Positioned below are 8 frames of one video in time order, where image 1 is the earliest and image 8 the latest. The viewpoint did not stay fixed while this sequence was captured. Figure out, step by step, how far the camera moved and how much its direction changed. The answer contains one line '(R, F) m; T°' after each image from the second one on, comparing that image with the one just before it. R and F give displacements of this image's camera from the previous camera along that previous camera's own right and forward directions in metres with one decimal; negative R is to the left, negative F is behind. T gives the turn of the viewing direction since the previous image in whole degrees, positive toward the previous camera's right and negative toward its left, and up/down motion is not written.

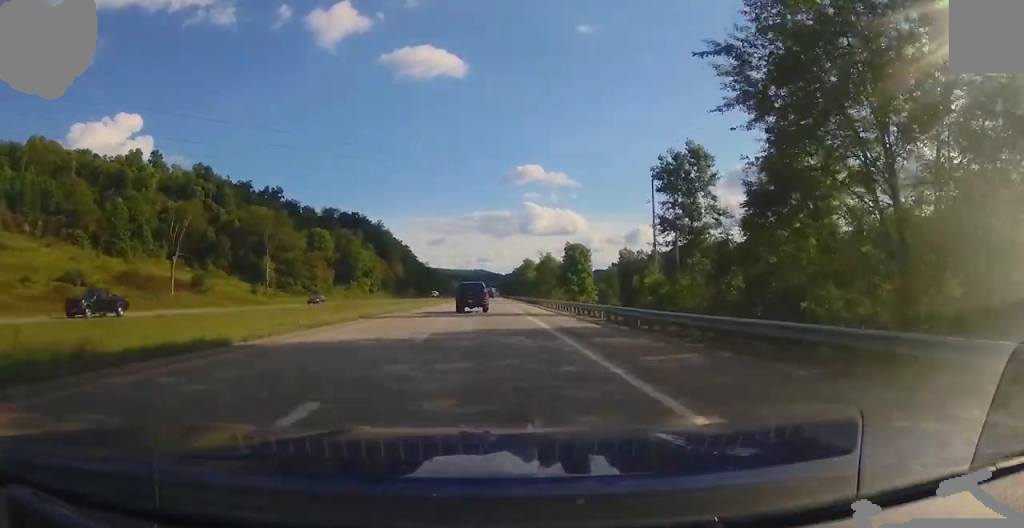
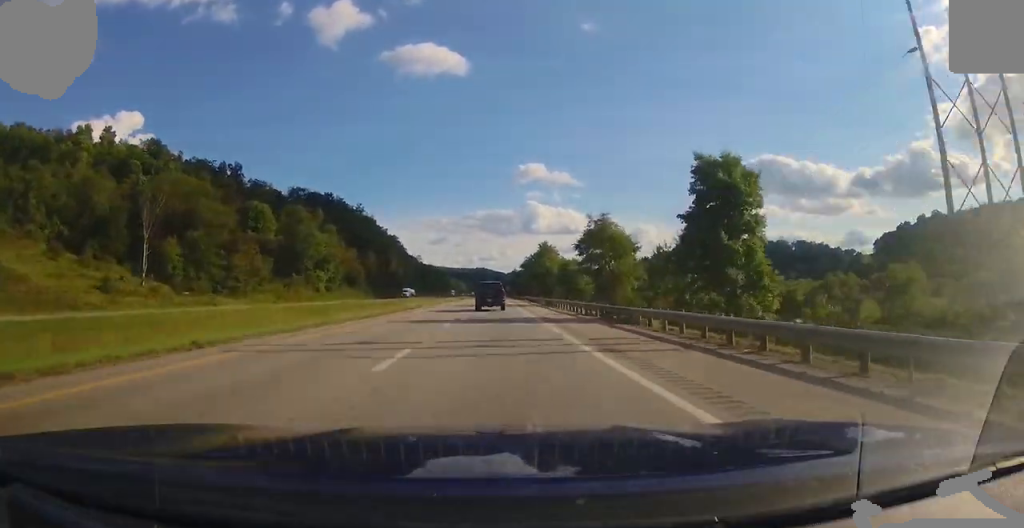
(-0.1, +55.0) m; 0°
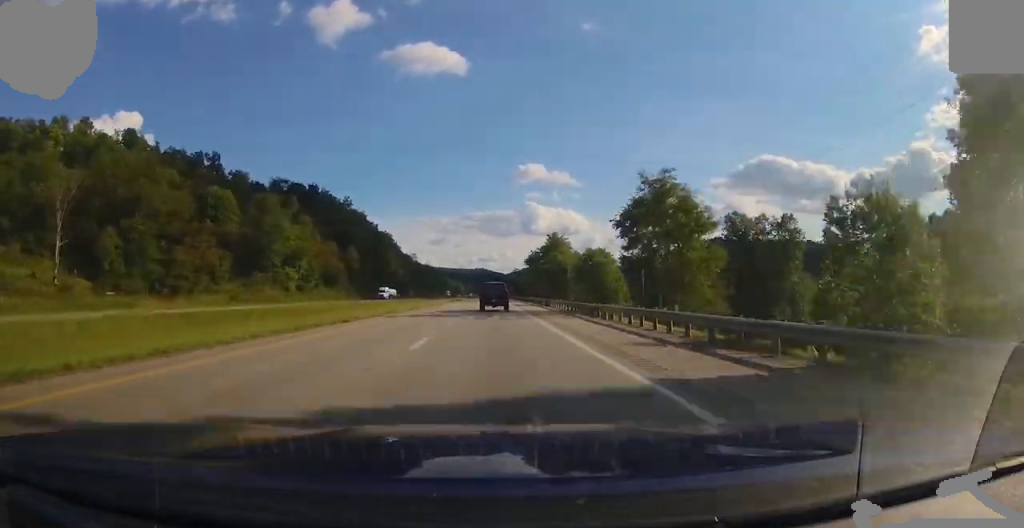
(0.0, +21.6) m; 0°
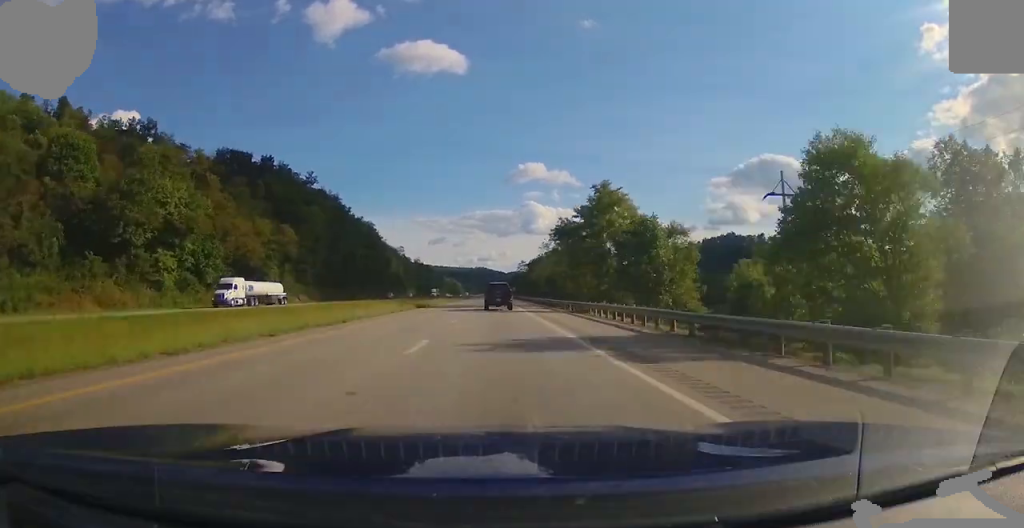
(0.0, +49.5) m; 0°
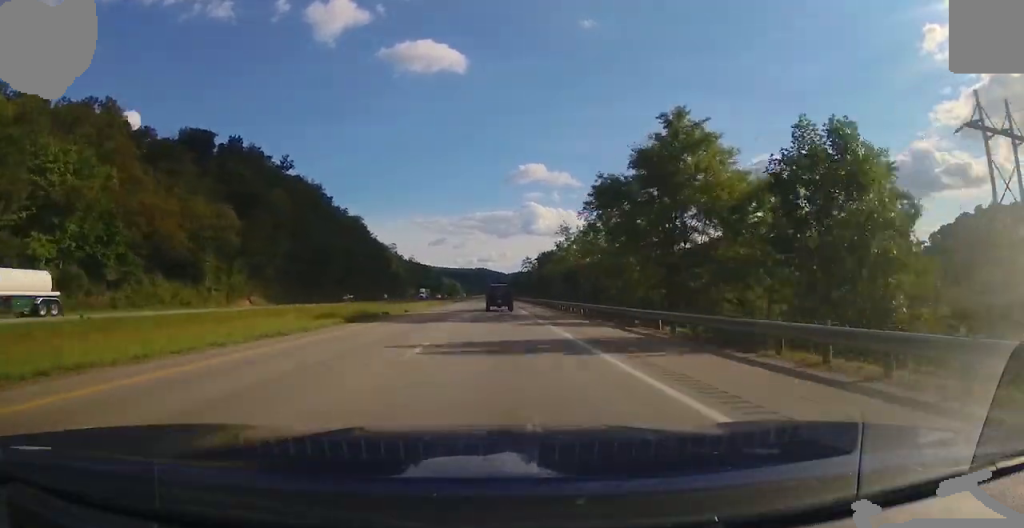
(0.0, +24.6) m; 0°
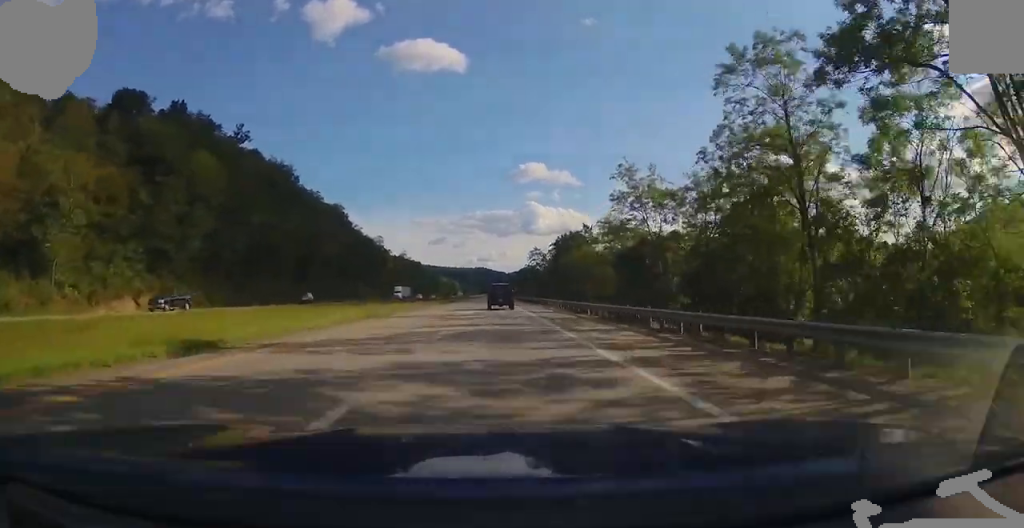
(0.0, +32.5) m; 0°
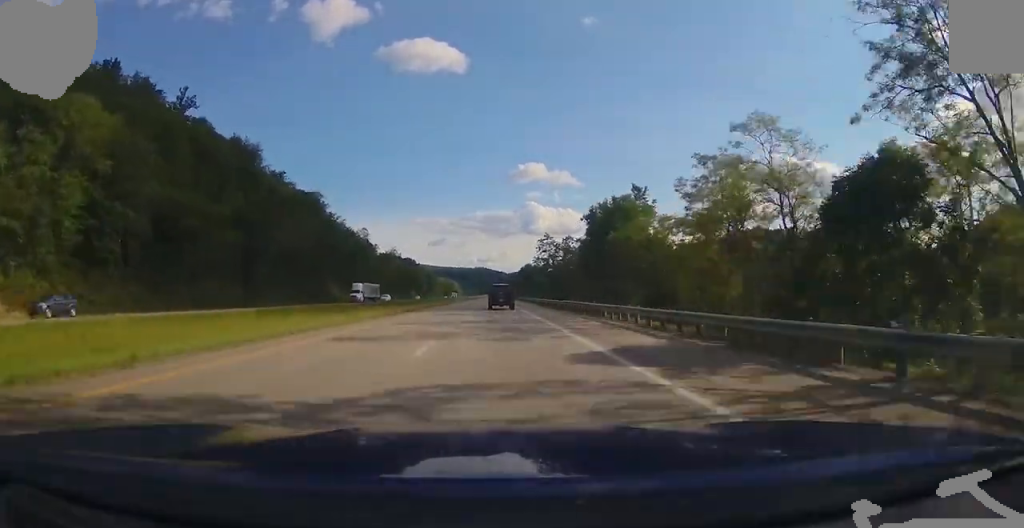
(-0.1, +28.3) m; 0°
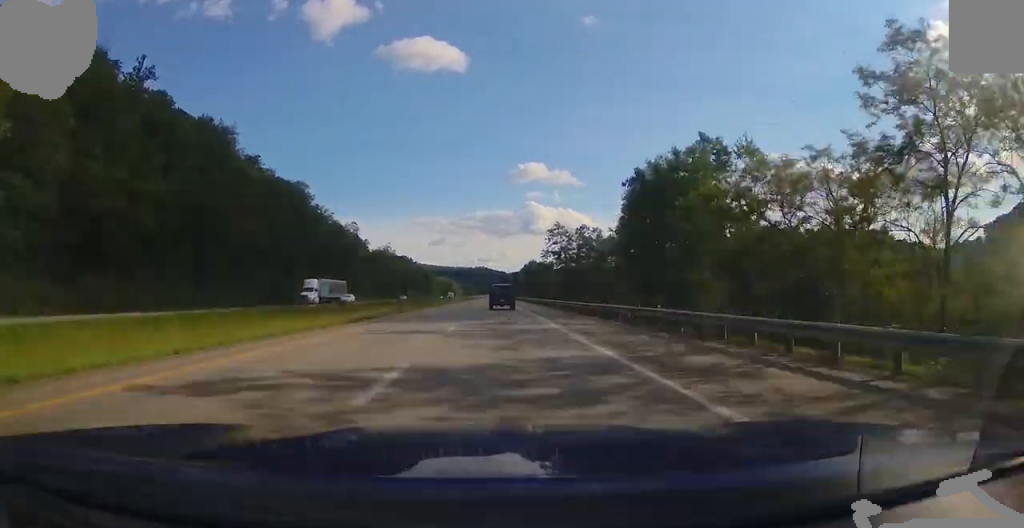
(0.0, +17.0) m; 0°
